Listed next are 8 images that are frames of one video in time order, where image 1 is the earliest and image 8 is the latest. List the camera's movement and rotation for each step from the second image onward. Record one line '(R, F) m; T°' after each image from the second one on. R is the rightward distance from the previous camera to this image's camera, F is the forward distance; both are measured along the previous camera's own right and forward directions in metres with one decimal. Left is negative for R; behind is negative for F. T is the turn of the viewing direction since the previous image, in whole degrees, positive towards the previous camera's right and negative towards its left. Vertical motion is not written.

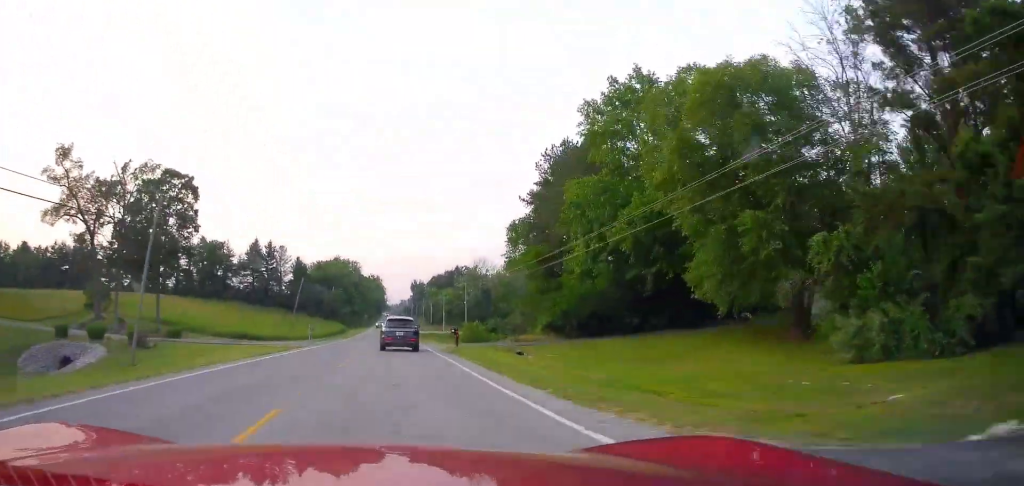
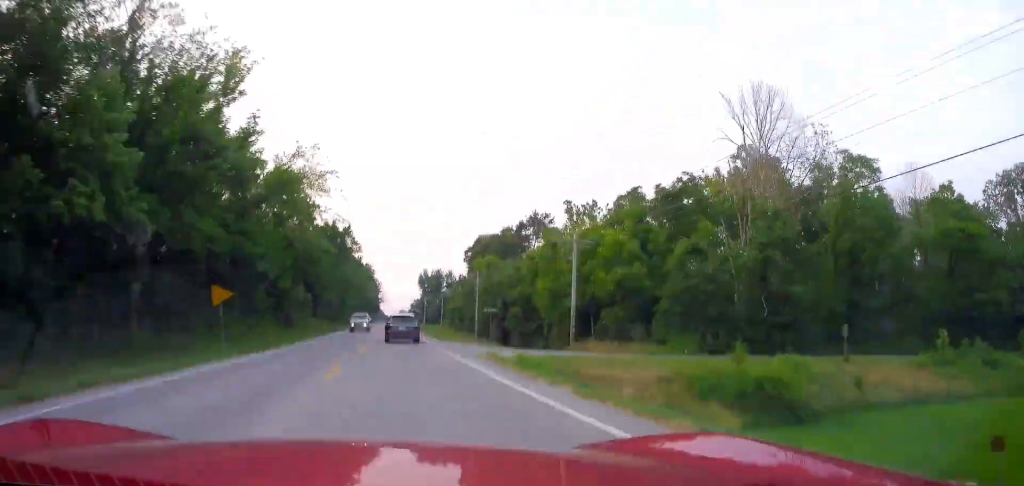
(-1.2, +138.5) m; 0°
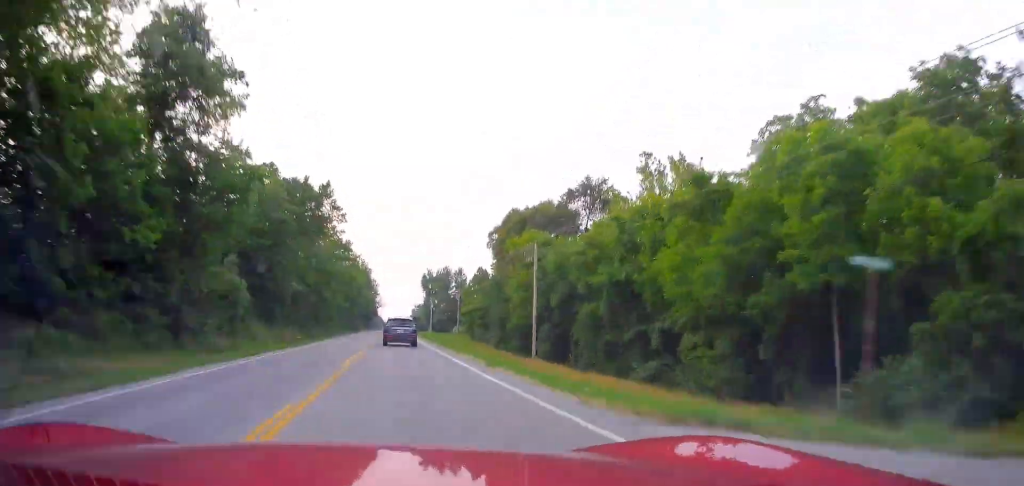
(+0.1, +31.5) m; 0°
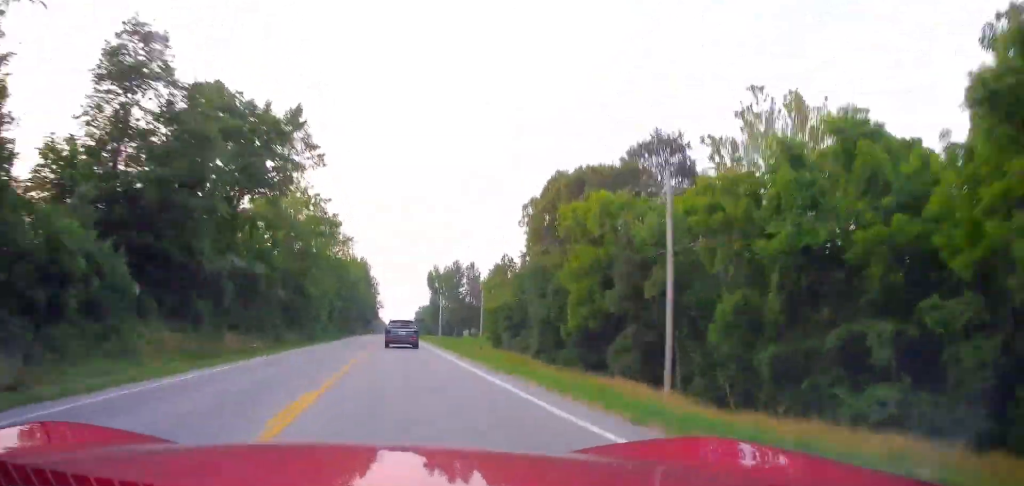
(0.0, +22.4) m; 0°
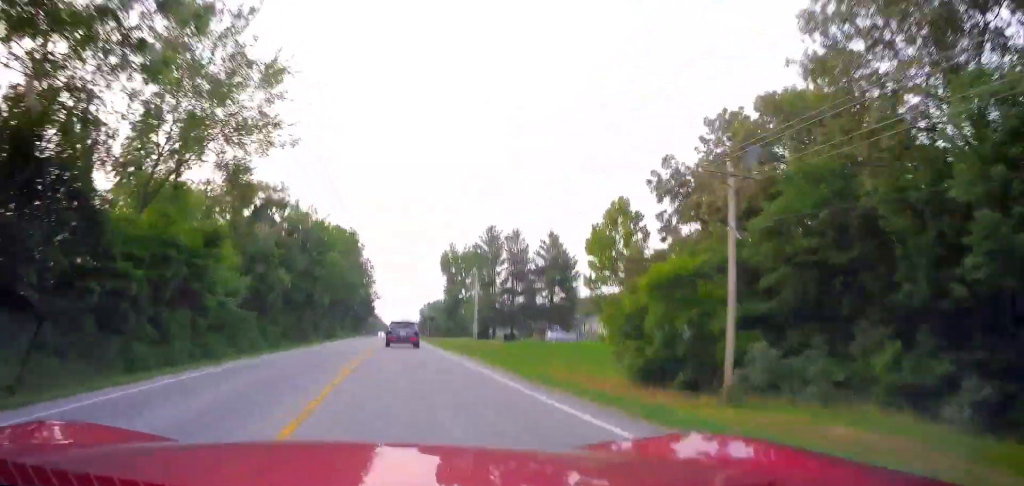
(-0.3, +52.9) m; 0°
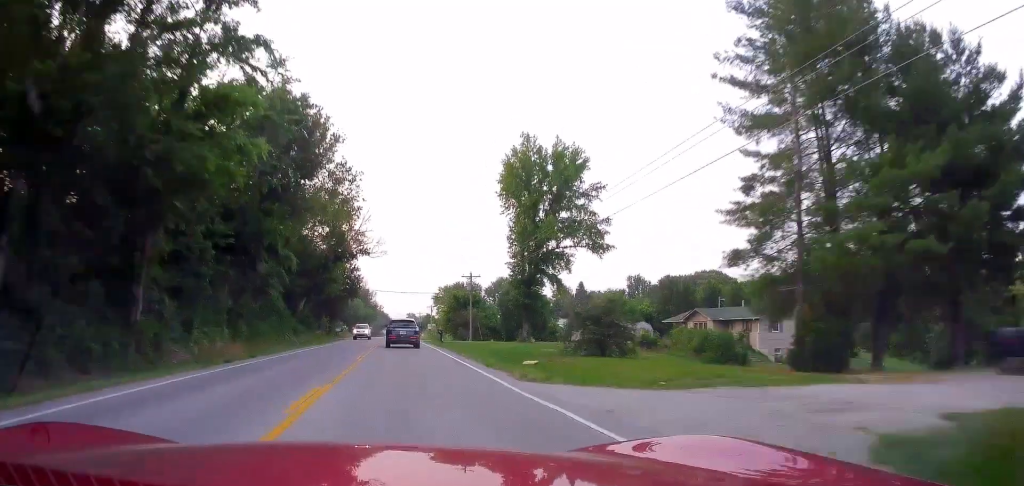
(+0.7, +80.1) m; 0°
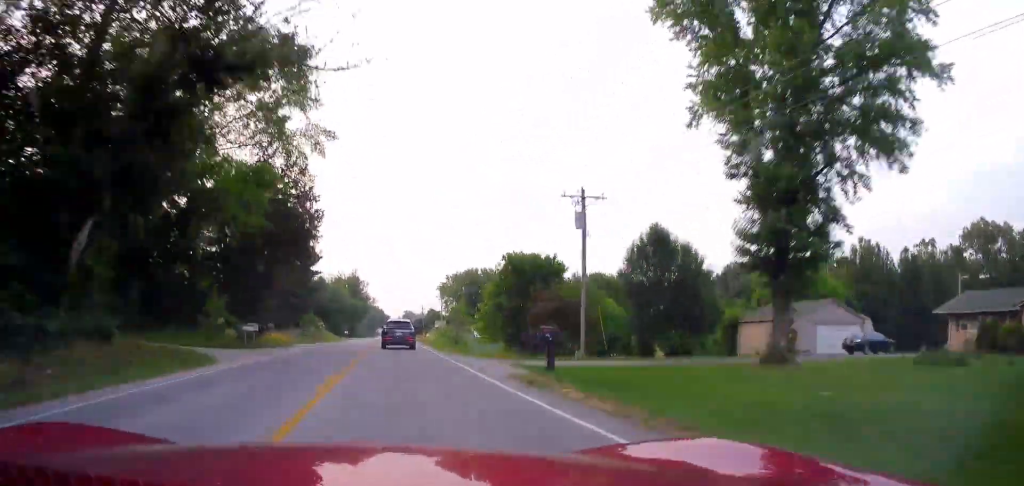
(-0.4, +45.9) m; -1°
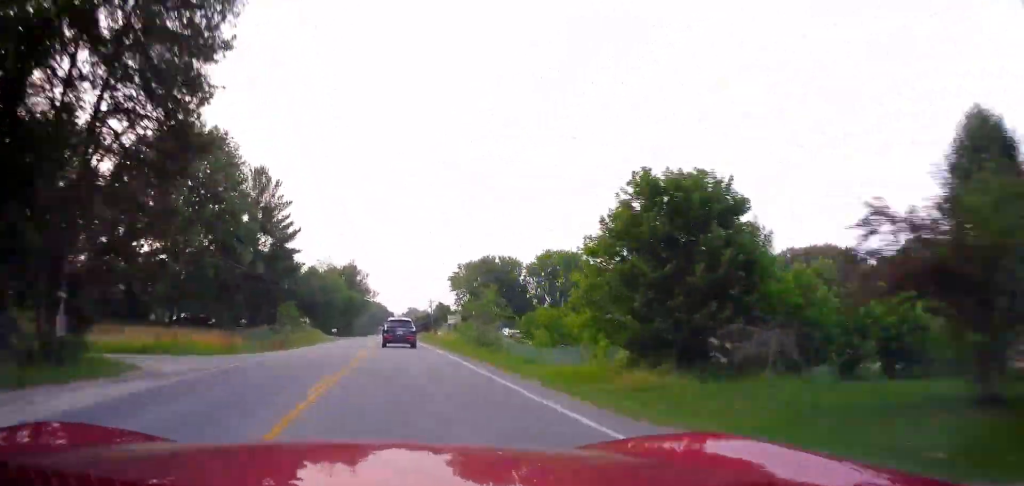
(-0.4, +24.8) m; 0°
